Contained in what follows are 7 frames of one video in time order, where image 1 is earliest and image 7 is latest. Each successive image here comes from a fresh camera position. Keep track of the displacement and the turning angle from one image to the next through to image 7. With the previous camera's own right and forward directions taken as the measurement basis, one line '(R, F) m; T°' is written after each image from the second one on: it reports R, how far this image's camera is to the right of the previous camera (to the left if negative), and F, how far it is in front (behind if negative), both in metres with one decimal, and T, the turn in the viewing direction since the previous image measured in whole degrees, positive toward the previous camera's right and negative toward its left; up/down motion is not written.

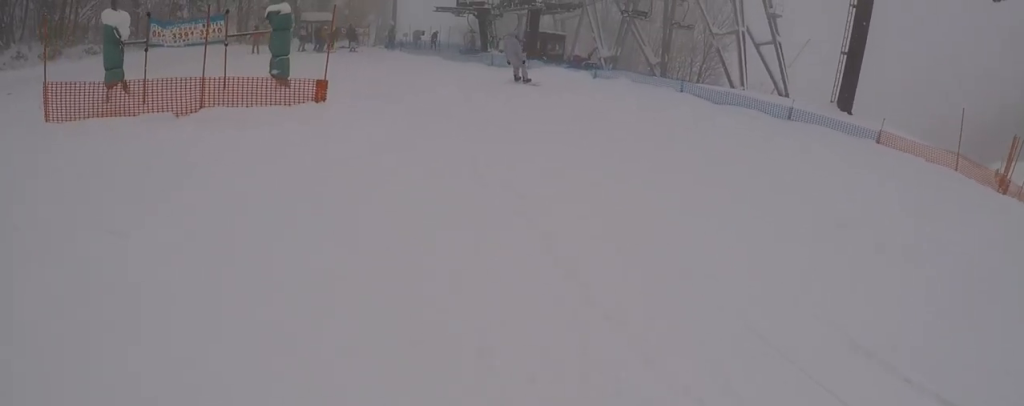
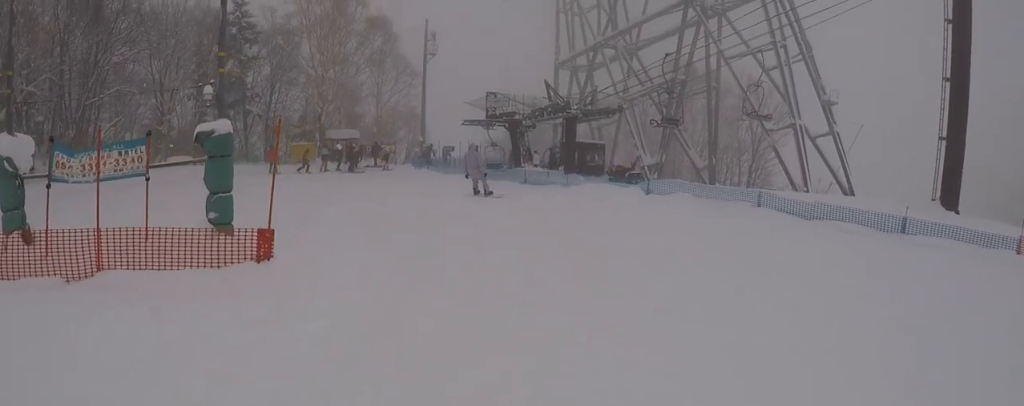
(-0.2, +3.9) m; -3°
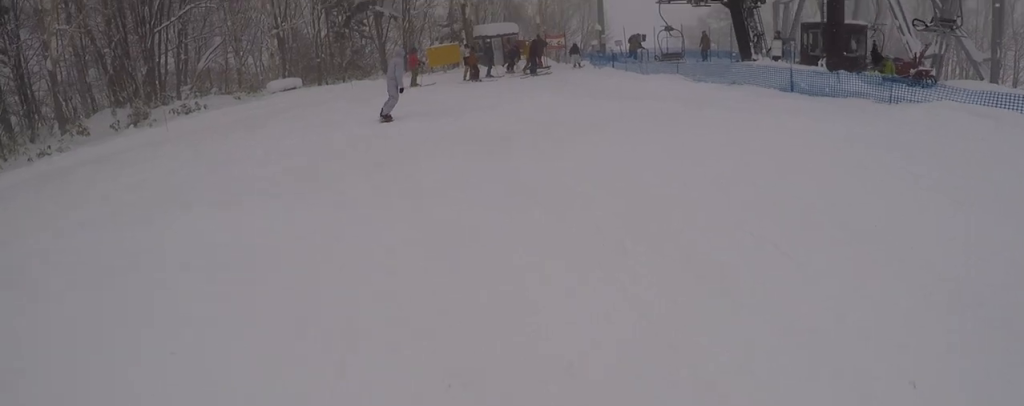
(-1.8, +9.1) m; -28°
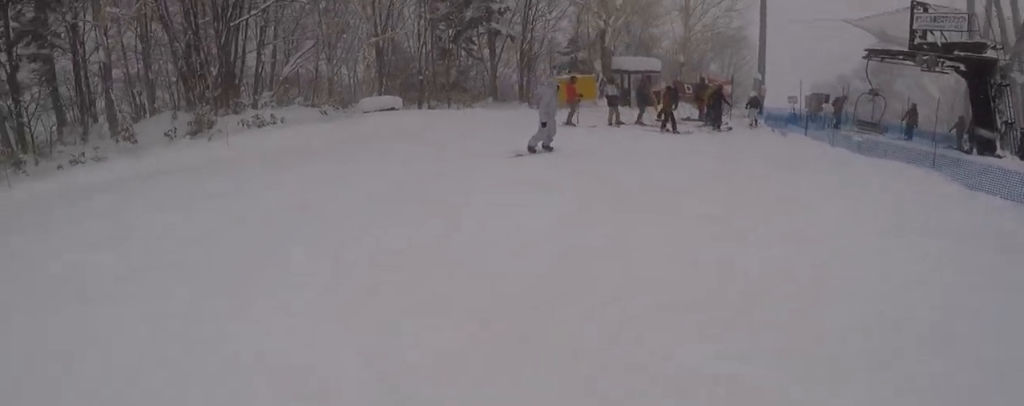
(-0.8, +5.9) m; -8°
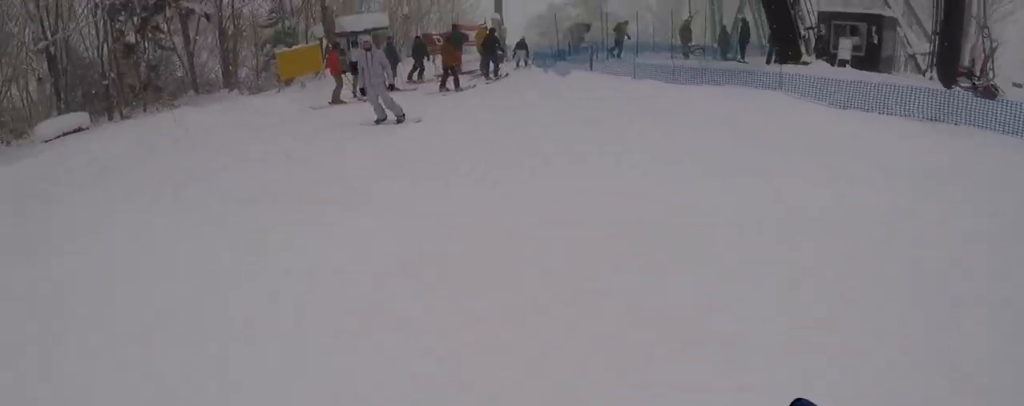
(0.0, +4.4) m; 0°
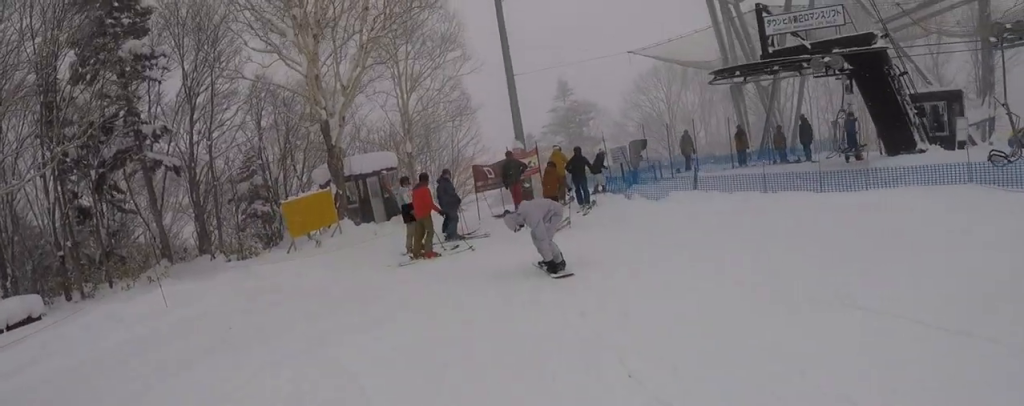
(+0.5, +4.6) m; +26°
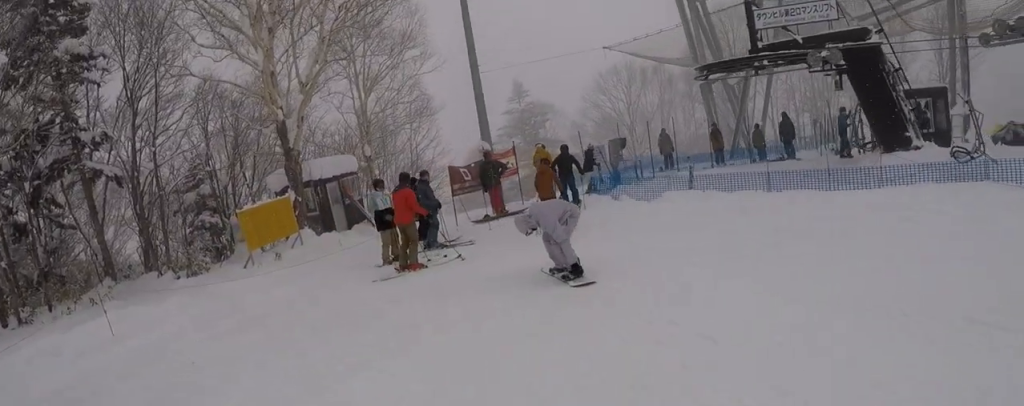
(+0.1, +1.2) m; +10°
